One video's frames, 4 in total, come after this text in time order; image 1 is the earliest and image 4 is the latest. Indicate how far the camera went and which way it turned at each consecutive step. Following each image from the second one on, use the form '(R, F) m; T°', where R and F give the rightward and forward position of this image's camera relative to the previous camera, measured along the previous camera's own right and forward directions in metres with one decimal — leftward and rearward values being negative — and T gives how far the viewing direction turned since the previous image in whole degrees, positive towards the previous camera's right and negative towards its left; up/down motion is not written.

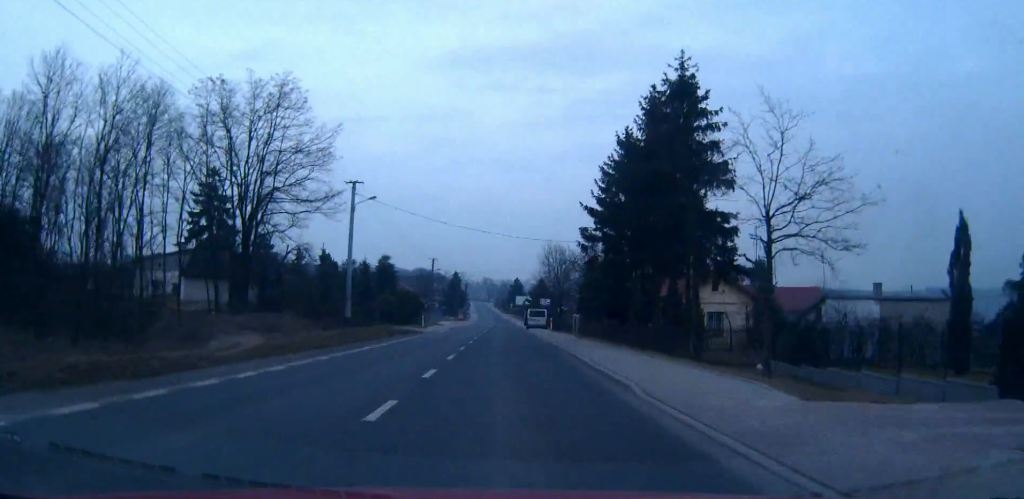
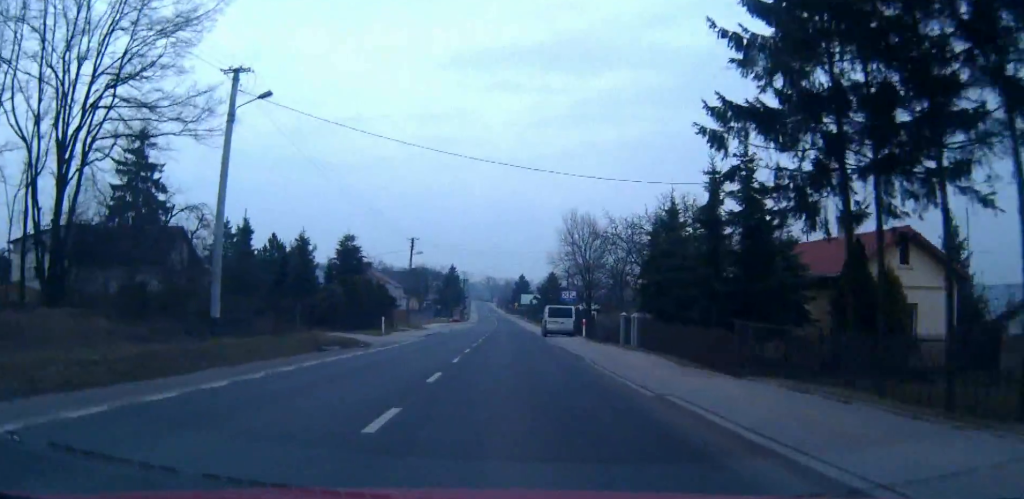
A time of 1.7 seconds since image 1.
(-0.1, +24.1) m; 0°
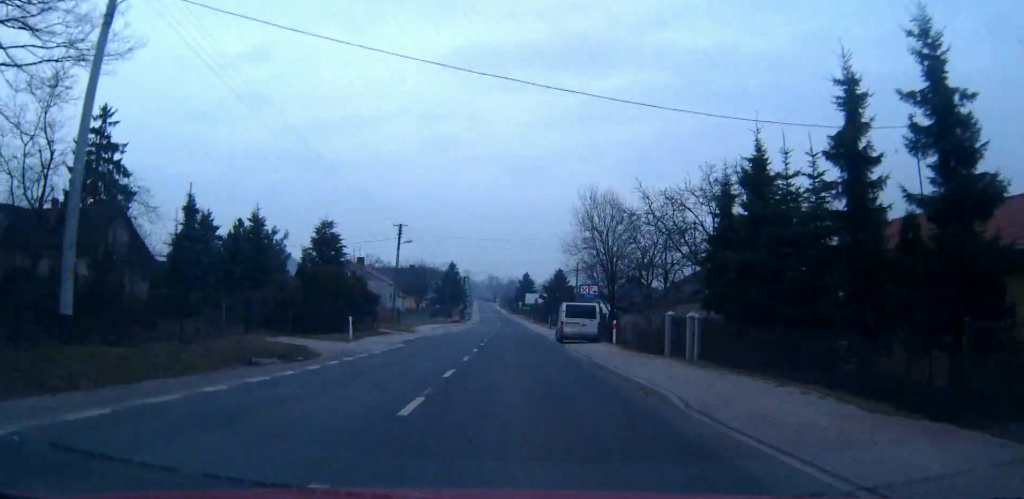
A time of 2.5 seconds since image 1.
(0.0, +10.3) m; 0°
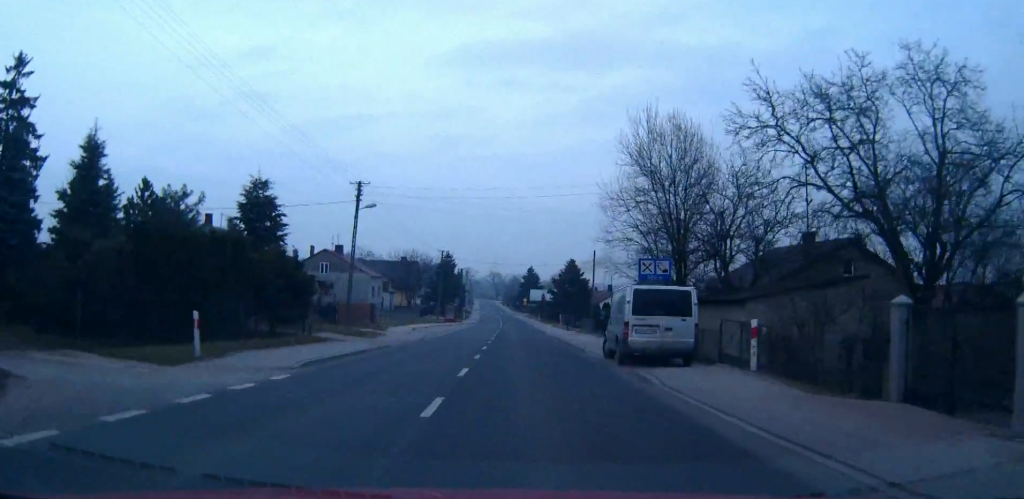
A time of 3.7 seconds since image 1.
(0.0, +17.7) m; 0°
